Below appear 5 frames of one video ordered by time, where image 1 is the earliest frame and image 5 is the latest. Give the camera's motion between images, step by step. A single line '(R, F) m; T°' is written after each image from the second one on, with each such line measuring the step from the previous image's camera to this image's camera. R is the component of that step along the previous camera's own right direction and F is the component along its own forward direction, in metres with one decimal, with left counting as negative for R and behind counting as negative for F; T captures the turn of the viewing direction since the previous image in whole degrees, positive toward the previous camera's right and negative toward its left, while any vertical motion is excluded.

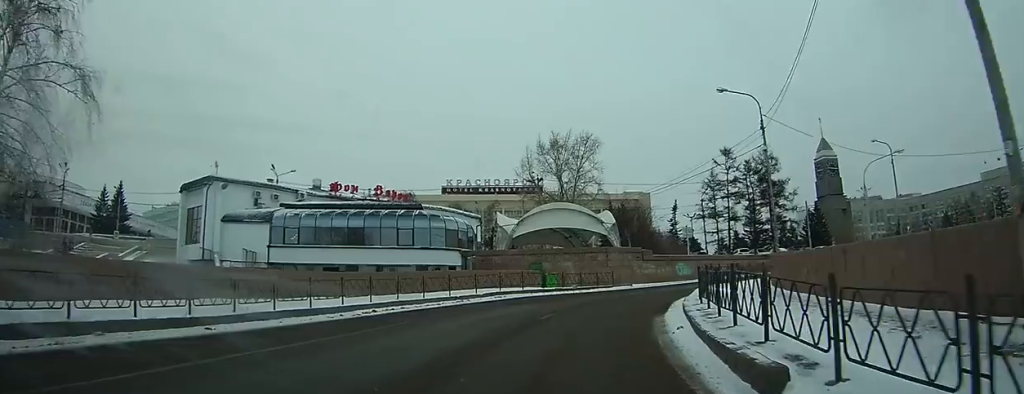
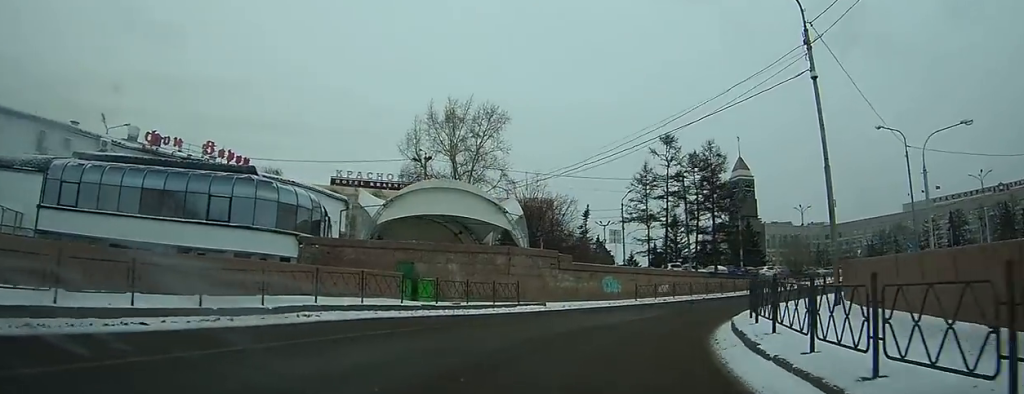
(+1.0, +14.6) m; +11°
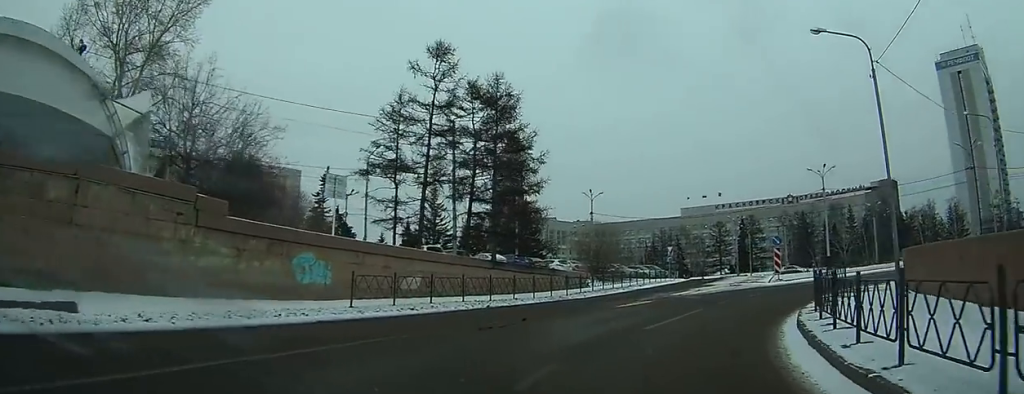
(+3.9, +19.0) m; +23°
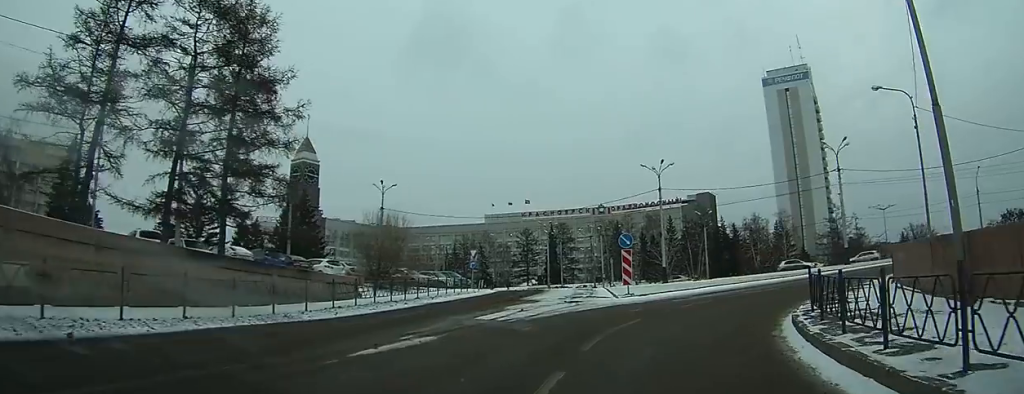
(+1.7, +13.0) m; +16°
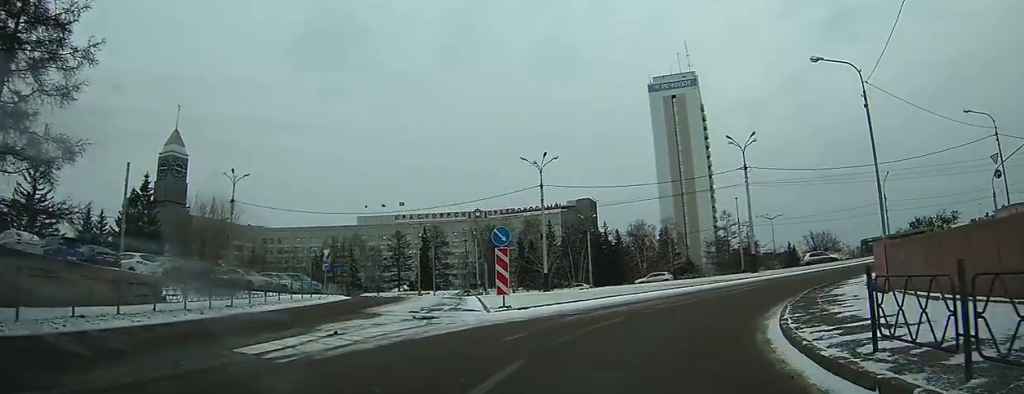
(+0.7, +8.0) m; +7°
